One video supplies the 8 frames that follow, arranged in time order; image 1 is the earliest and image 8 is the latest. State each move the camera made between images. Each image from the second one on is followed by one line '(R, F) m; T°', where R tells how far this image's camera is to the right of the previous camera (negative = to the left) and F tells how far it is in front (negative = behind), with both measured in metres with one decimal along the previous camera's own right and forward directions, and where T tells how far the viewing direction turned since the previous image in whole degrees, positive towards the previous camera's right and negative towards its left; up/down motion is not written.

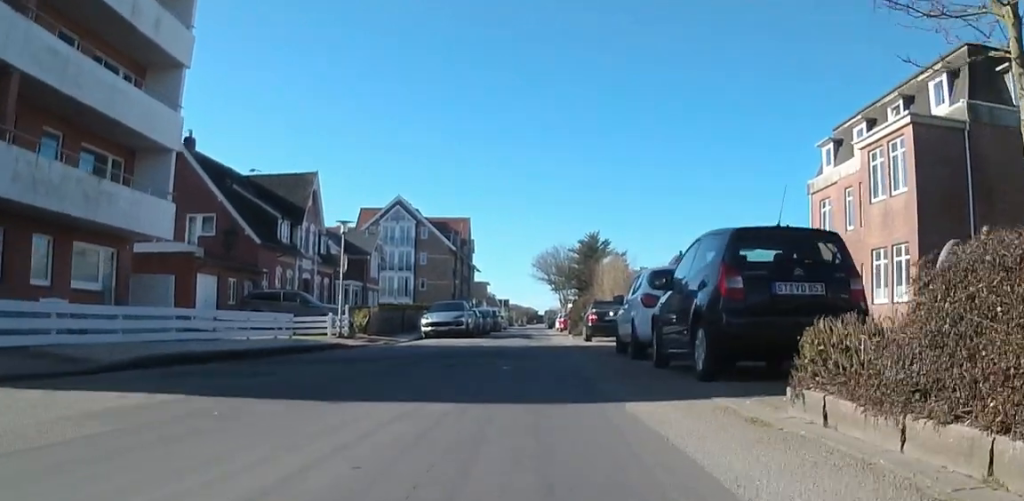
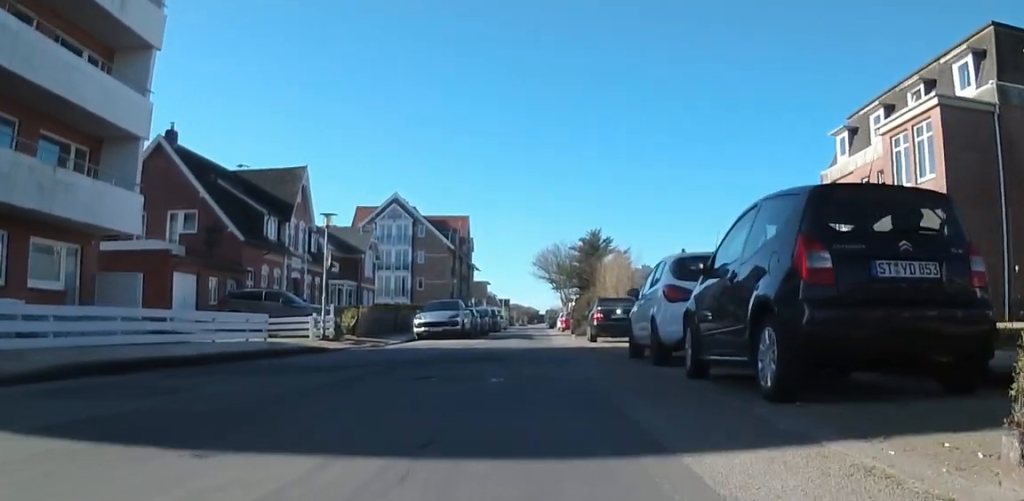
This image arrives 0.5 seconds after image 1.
(0.0, +2.2) m; 0°
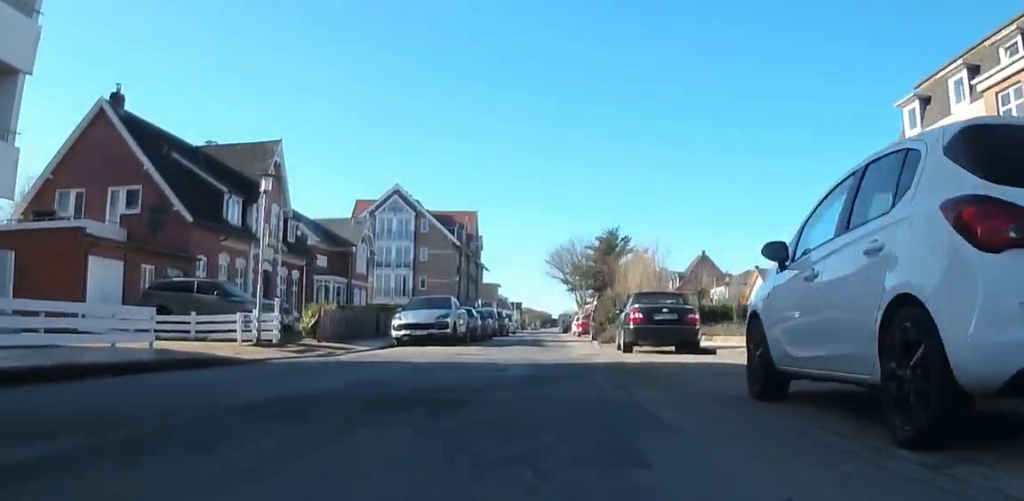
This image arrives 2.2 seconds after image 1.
(0.0, +6.6) m; 0°
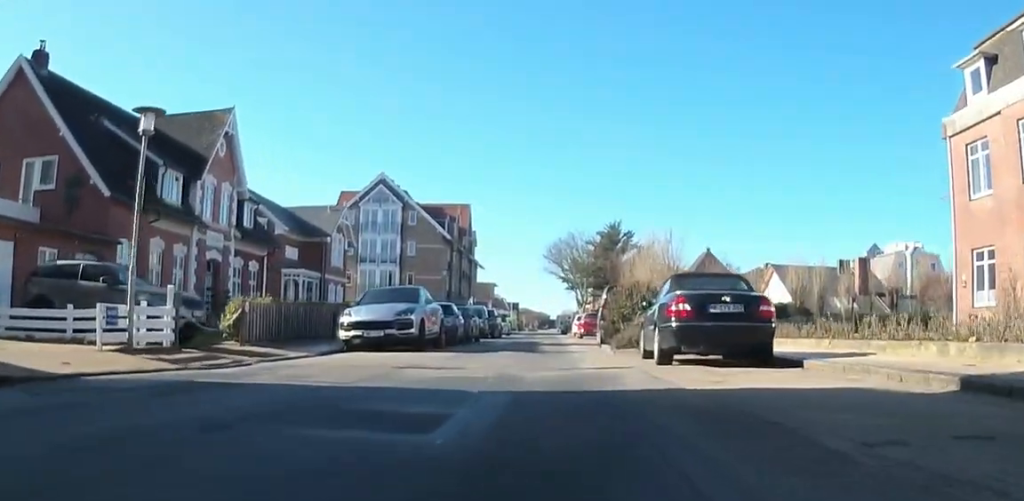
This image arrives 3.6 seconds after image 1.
(+0.1, +5.9) m; +7°
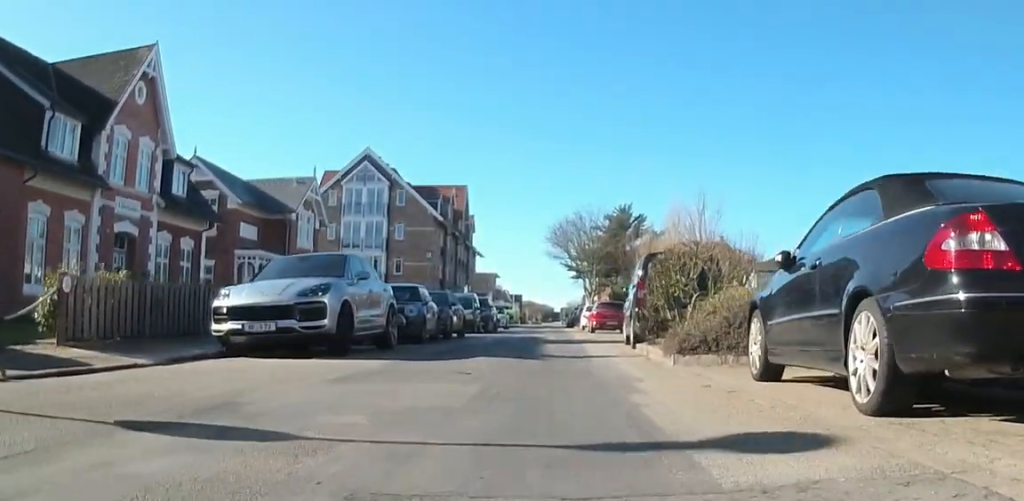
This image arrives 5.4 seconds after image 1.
(+1.4, +7.2) m; +9°
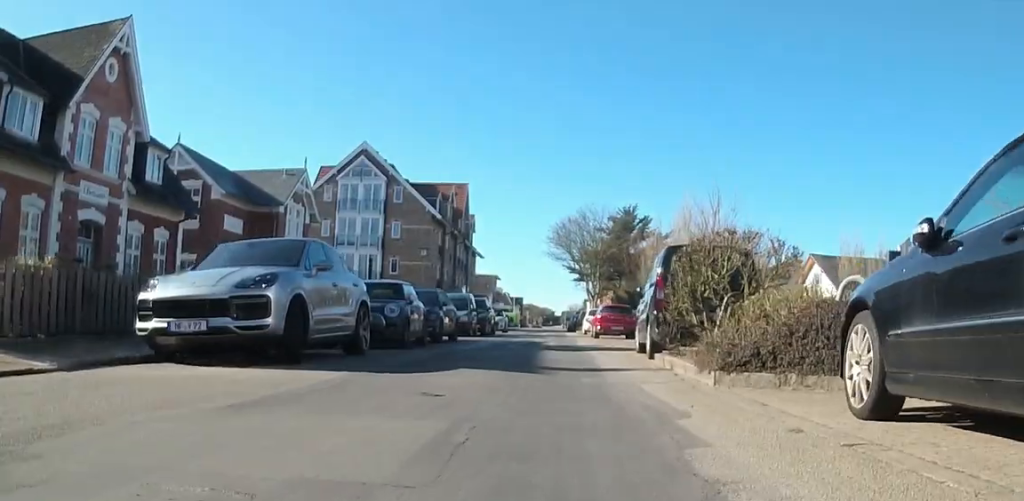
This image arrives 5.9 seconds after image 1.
(0.0, +2.3) m; -4°
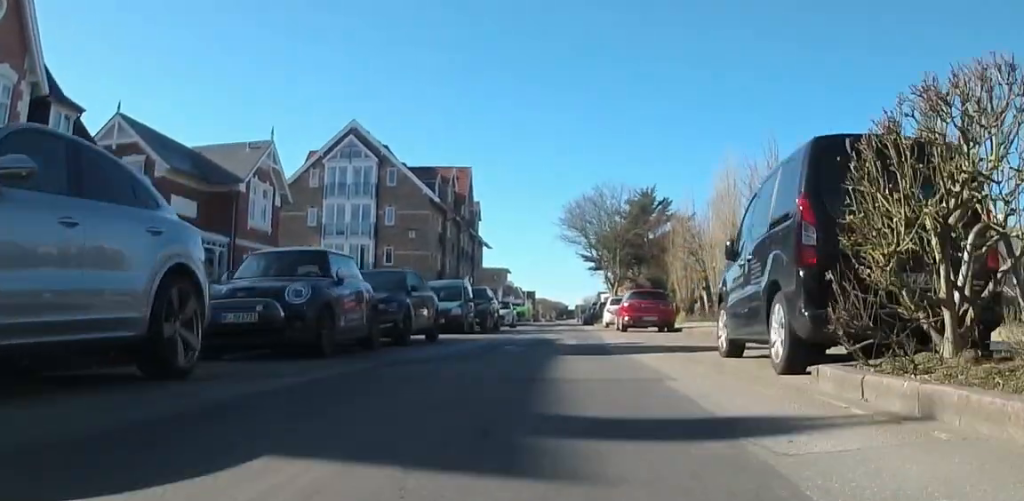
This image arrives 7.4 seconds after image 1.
(-1.3, +6.2) m; -12°
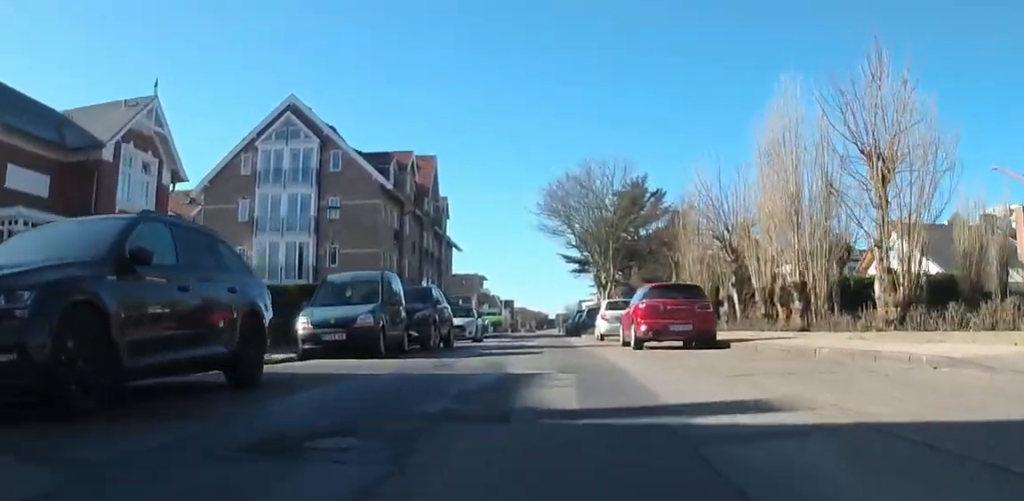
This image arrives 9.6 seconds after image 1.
(0.0, +9.1) m; 0°
